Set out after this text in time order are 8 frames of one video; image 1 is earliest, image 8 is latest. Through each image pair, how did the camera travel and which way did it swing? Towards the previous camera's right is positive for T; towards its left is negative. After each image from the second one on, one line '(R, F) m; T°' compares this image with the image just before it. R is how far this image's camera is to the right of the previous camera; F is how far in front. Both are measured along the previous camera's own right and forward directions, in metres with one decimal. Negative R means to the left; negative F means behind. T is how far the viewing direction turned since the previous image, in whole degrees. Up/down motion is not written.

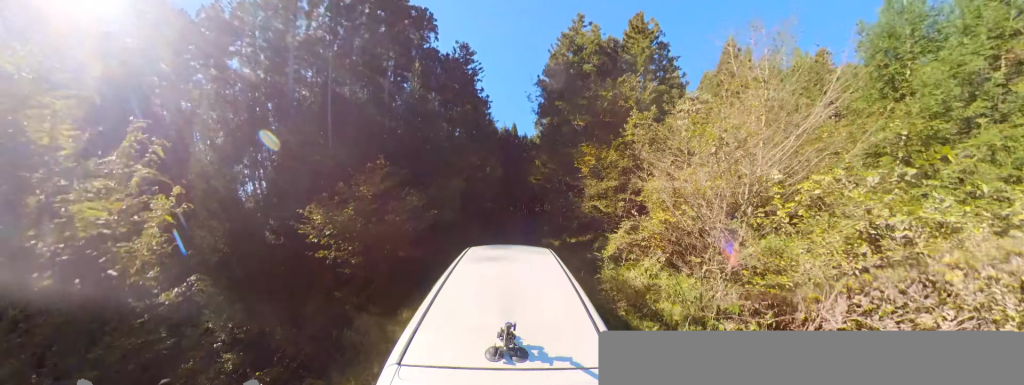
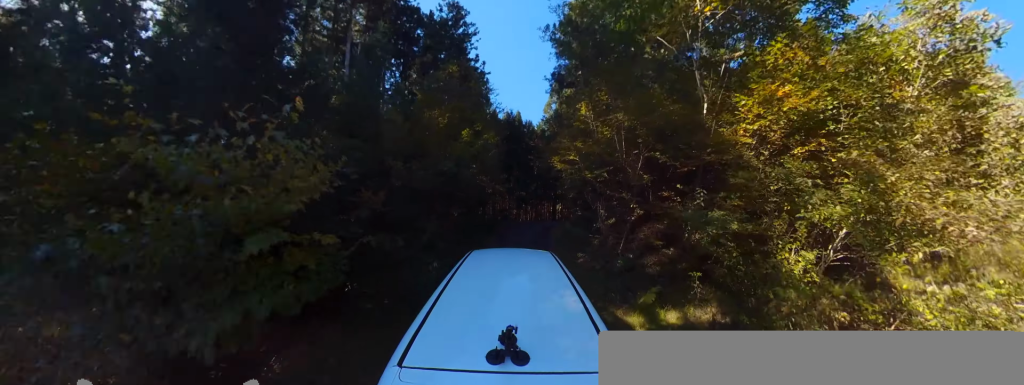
(+1.7, +5.6) m; +12°
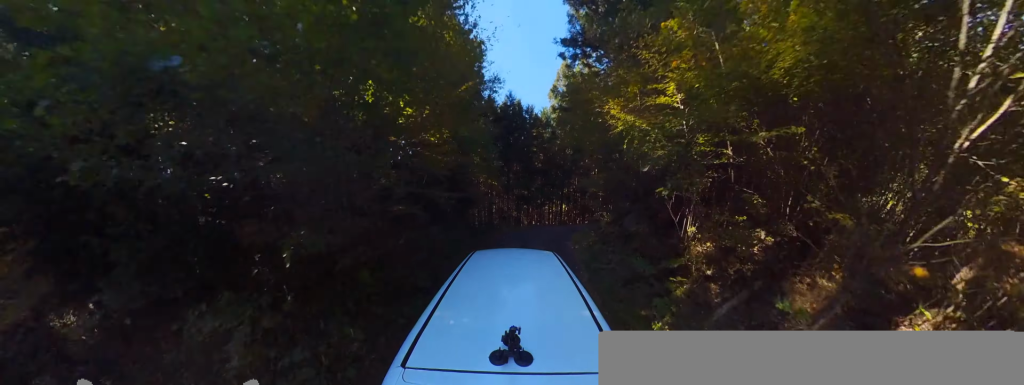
(-0.4, +4.0) m; 0°
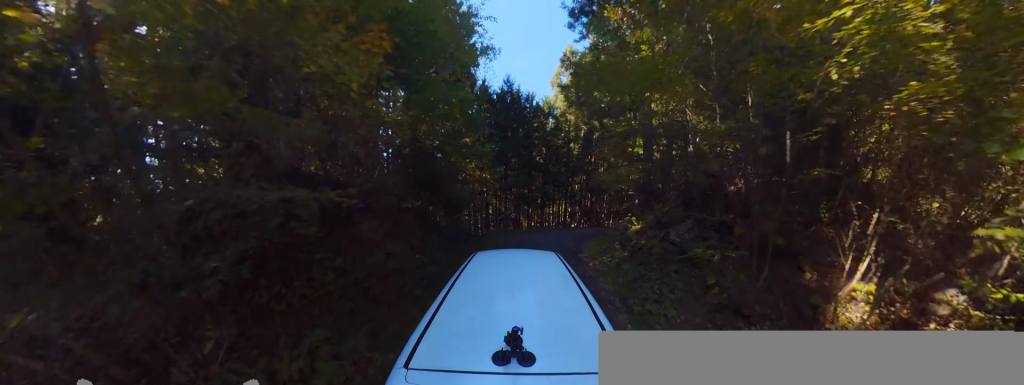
(+0.1, +2.7) m; +5°
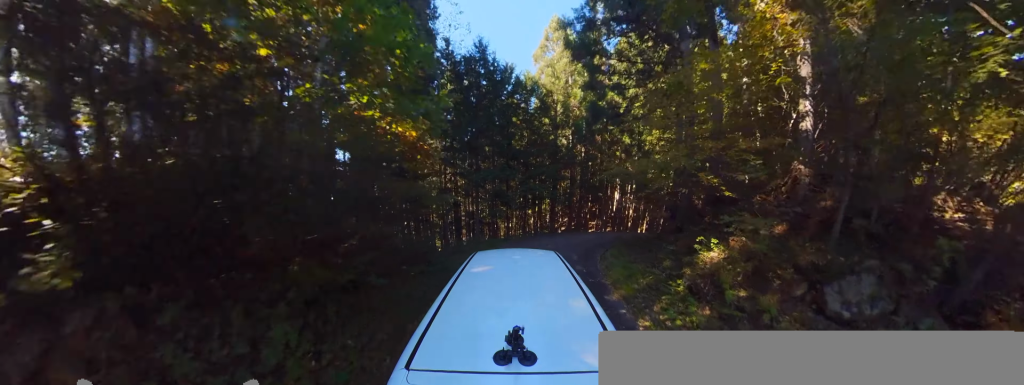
(+0.4, +5.0) m; +17°
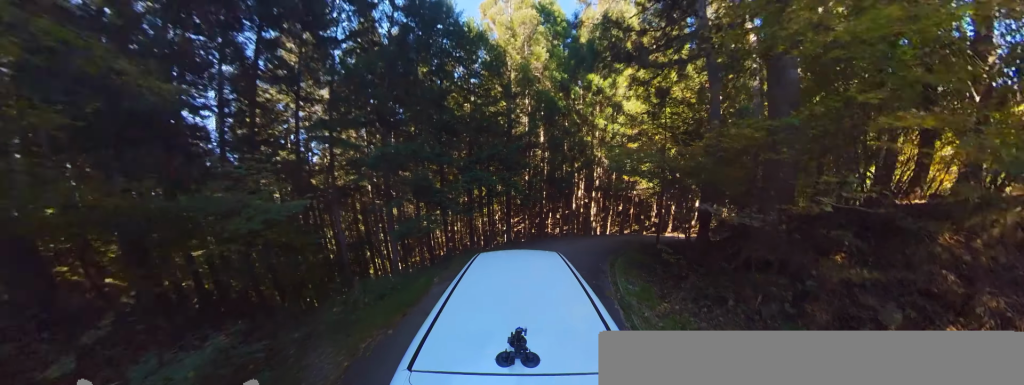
(+1.3, +6.3) m; +31°
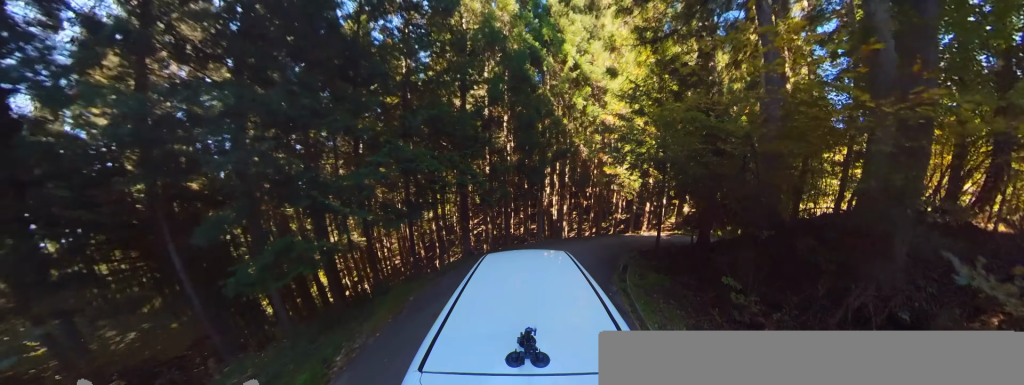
(+1.2, +4.7) m; +21°
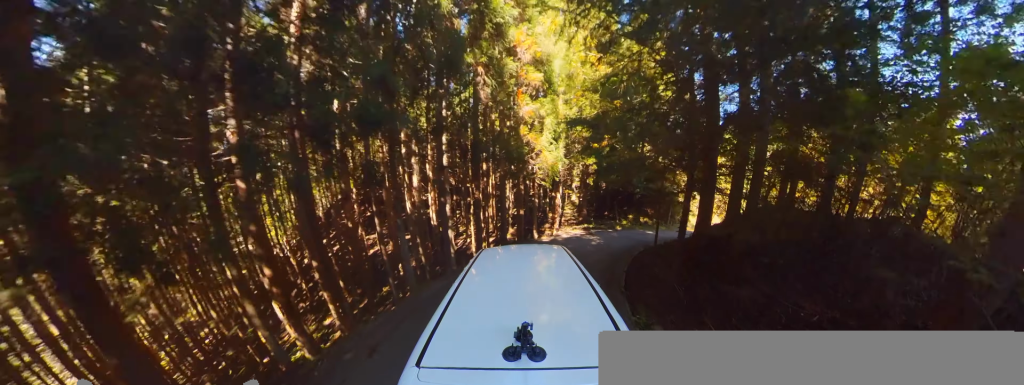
(+4.5, +10.5) m; +46°
